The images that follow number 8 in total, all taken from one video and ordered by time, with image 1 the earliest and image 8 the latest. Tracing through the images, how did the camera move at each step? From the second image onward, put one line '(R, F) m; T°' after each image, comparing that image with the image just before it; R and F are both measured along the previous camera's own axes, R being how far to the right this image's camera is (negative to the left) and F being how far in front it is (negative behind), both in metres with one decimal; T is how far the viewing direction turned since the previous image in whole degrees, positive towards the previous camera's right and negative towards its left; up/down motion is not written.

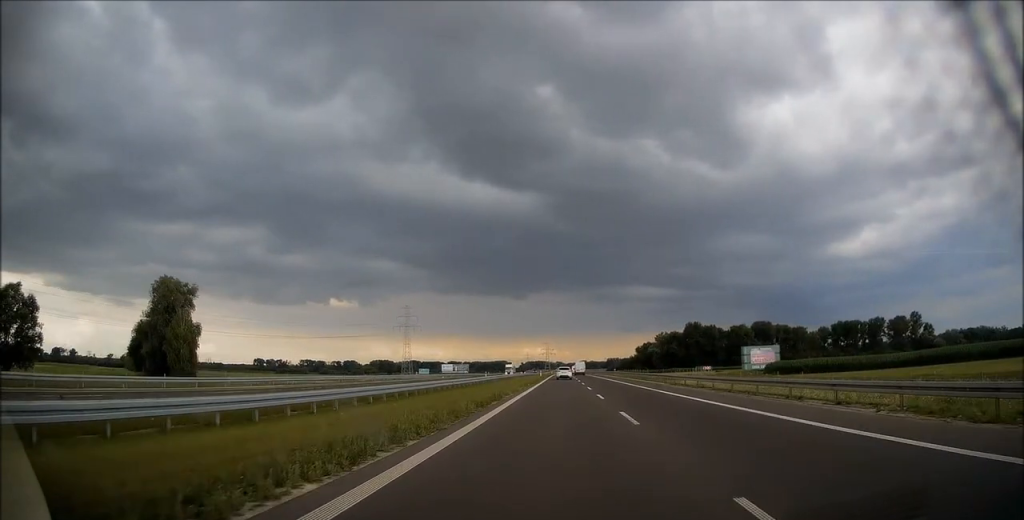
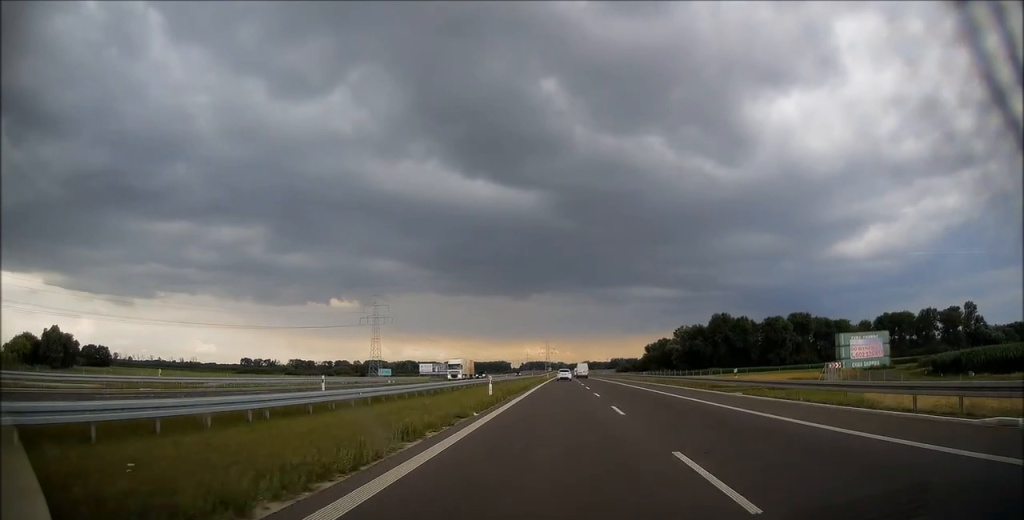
(-0.4, +68.7) m; 0°
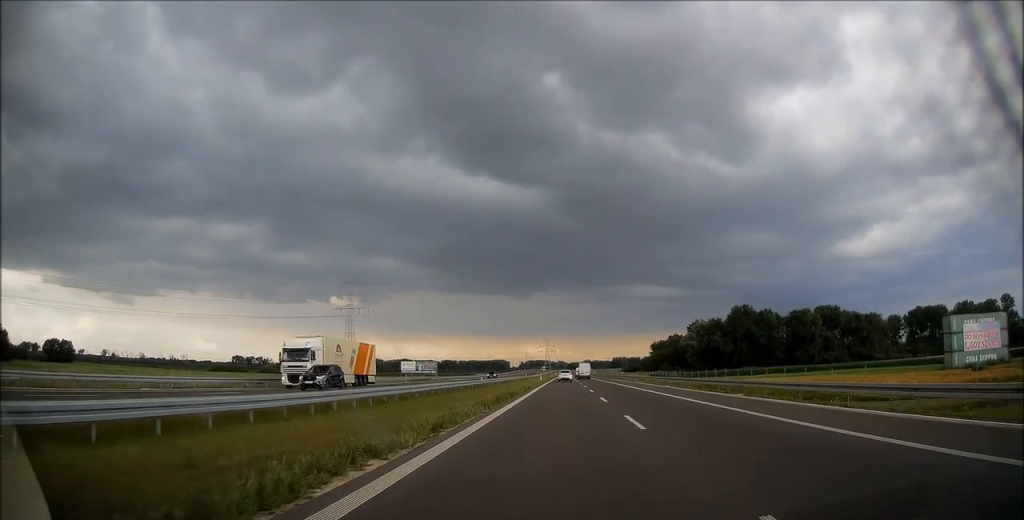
(+0.1, +40.0) m; 0°
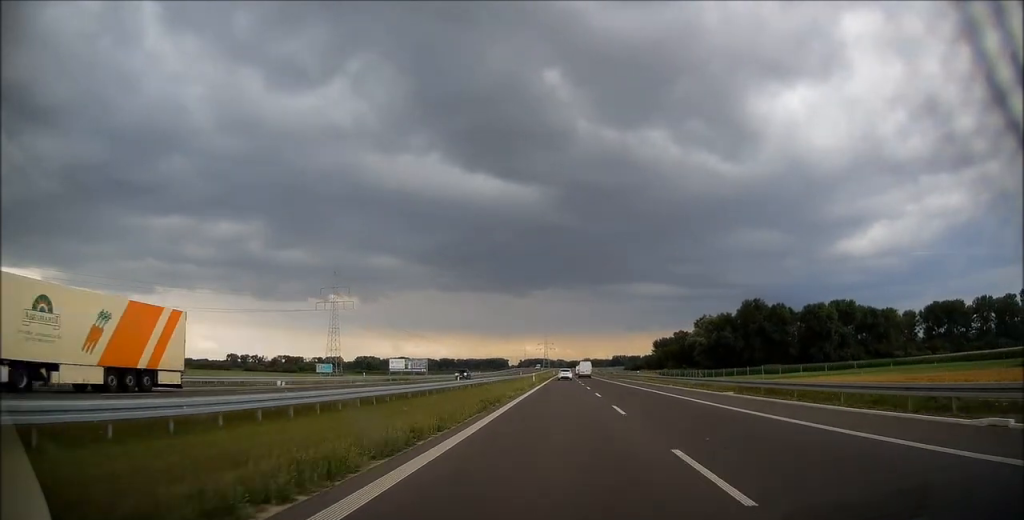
(0.0, +19.5) m; 0°
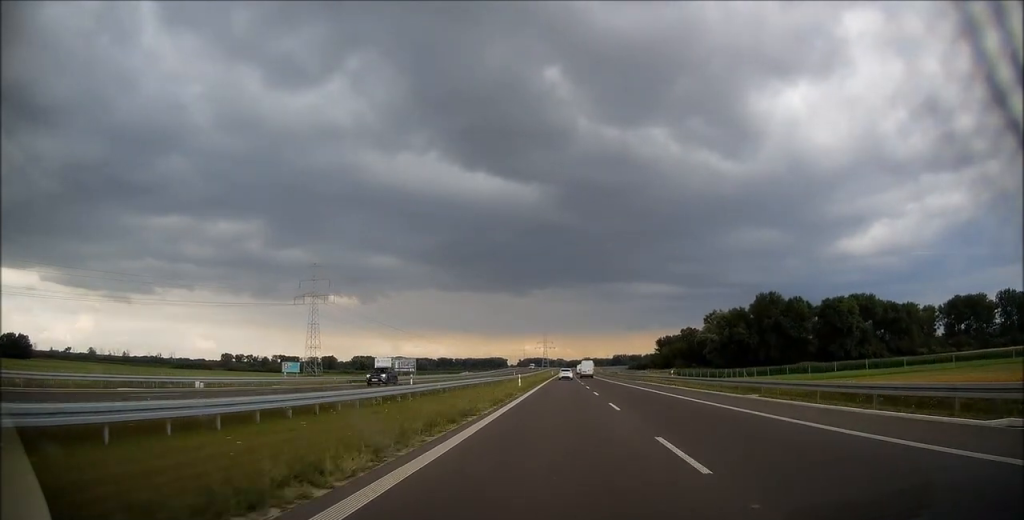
(-0.1, +22.0) m; 0°
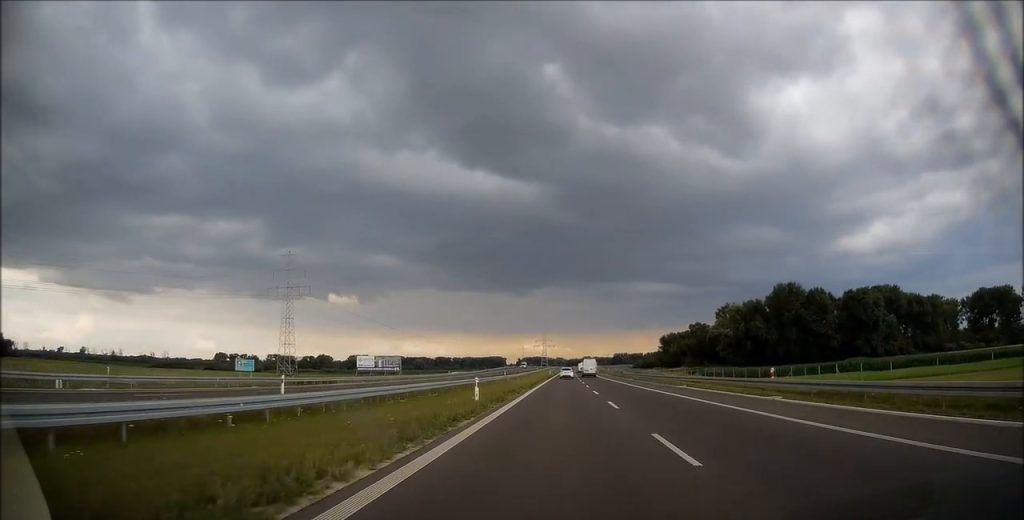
(+0.1, +23.4) m; 0°
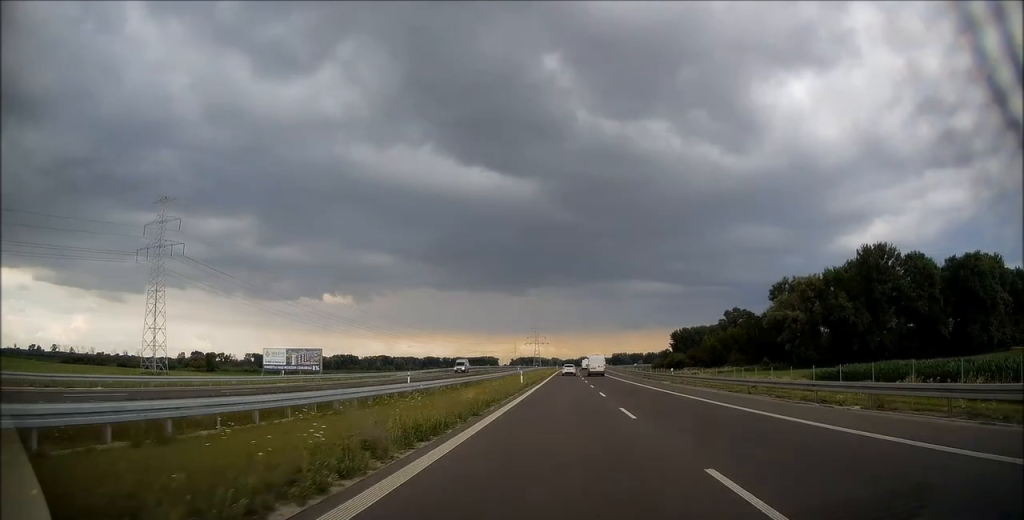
(+0.2, +75.9) m; 0°
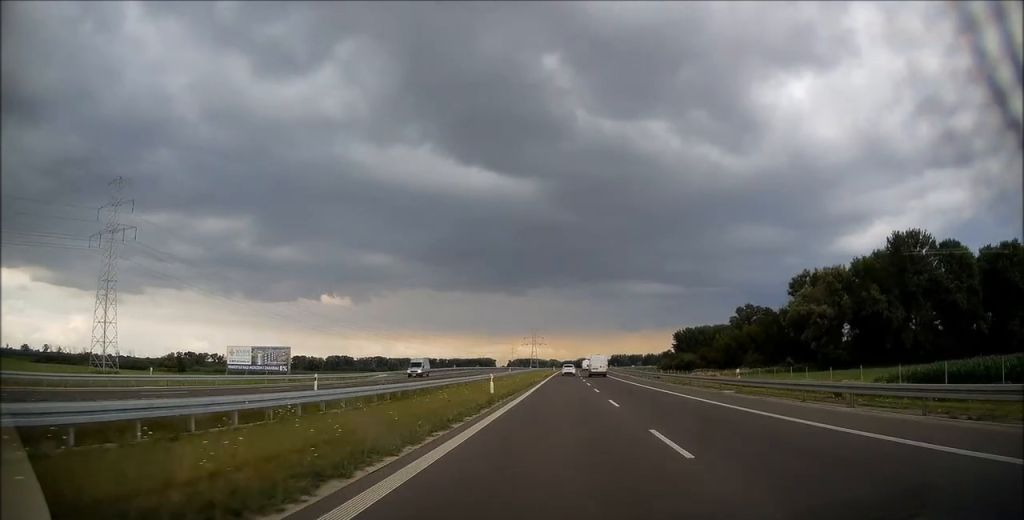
(0.0, +18.8) m; 0°
